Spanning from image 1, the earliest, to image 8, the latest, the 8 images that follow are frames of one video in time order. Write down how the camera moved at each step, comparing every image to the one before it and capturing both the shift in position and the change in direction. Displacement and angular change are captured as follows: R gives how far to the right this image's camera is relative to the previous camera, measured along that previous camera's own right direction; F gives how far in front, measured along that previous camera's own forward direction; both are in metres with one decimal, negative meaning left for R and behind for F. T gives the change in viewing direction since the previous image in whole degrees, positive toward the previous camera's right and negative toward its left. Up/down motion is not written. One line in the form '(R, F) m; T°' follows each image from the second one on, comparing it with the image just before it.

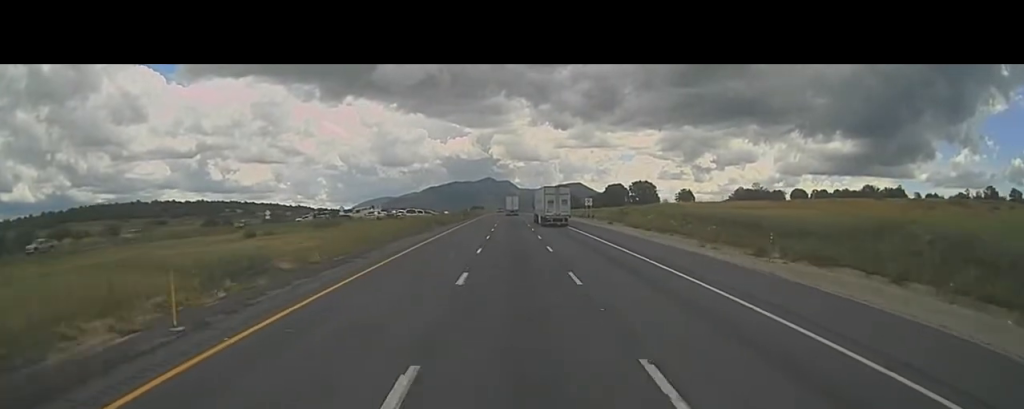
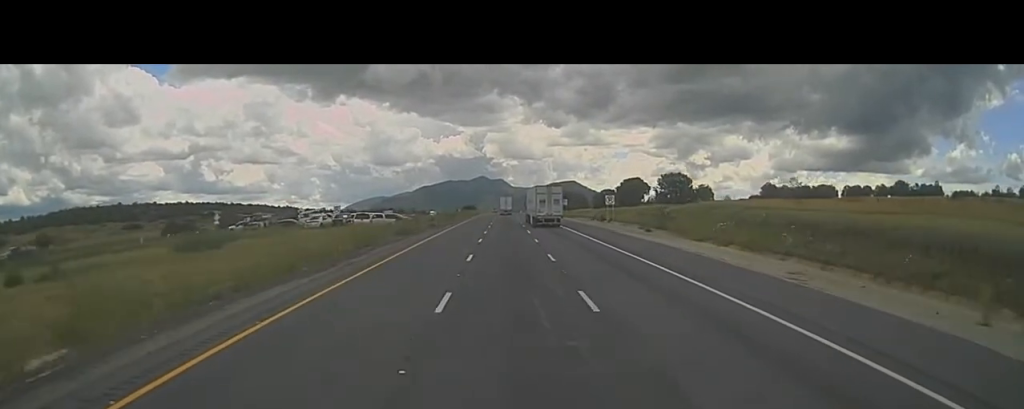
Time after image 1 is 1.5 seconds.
(+0.4, +28.8) m; 0°
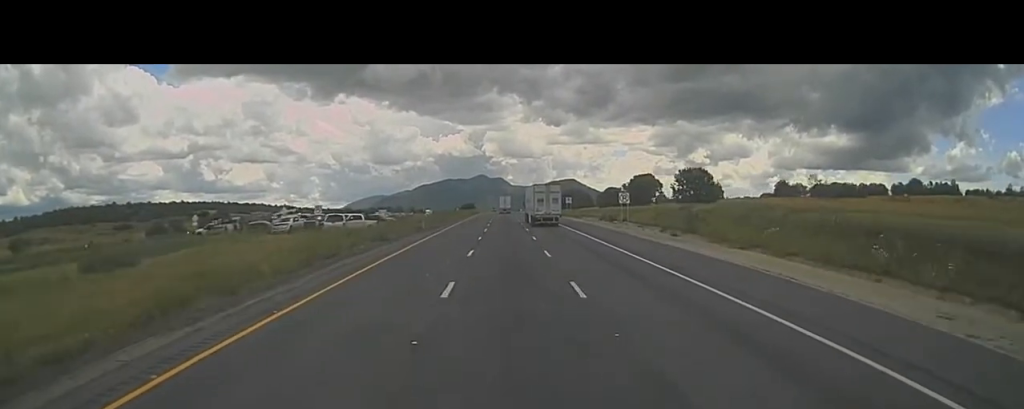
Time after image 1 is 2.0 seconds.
(-0.3, +10.2) m; 0°
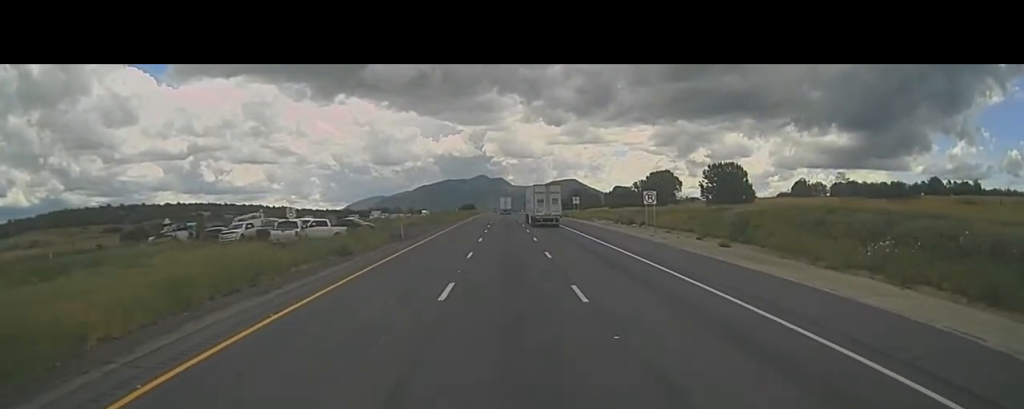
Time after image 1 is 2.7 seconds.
(+0.1, +12.8) m; 0°
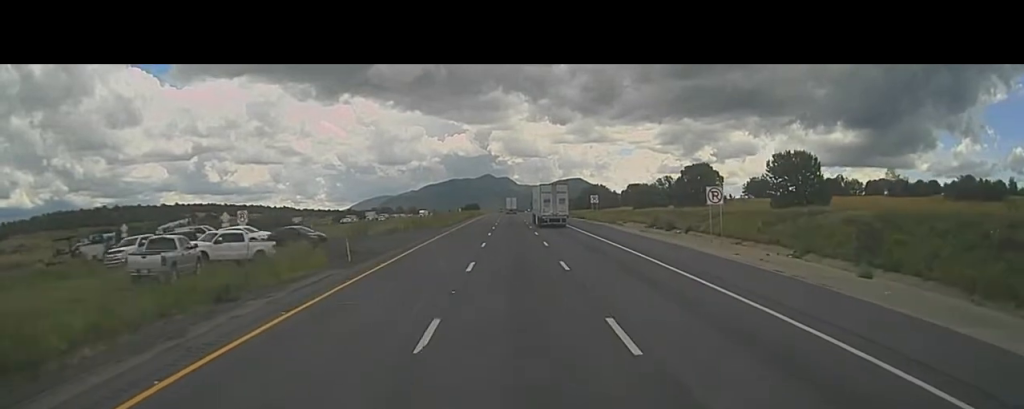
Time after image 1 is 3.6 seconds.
(+0.1, +17.3) m; 0°
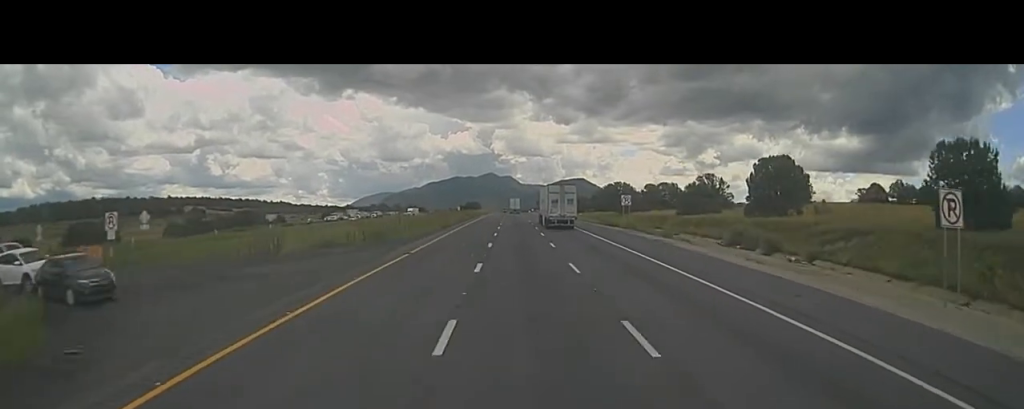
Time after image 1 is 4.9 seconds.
(0.0, +24.5) m; +1°
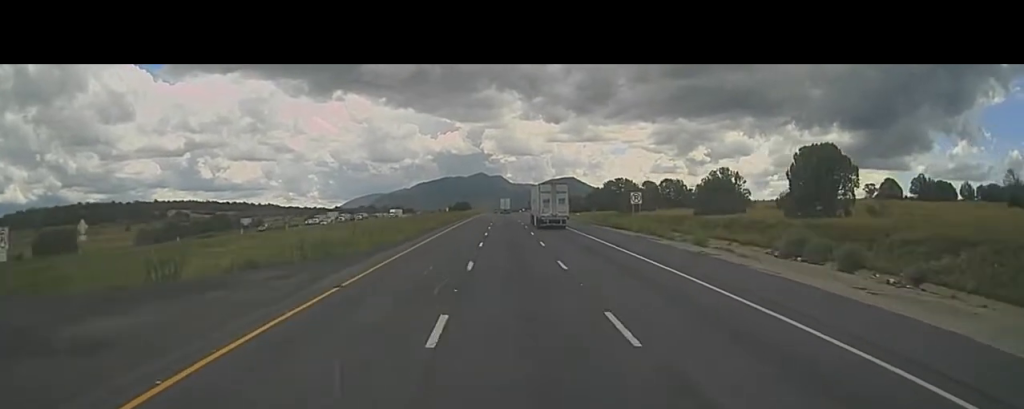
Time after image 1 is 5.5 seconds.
(+0.1, +11.8) m; 0°
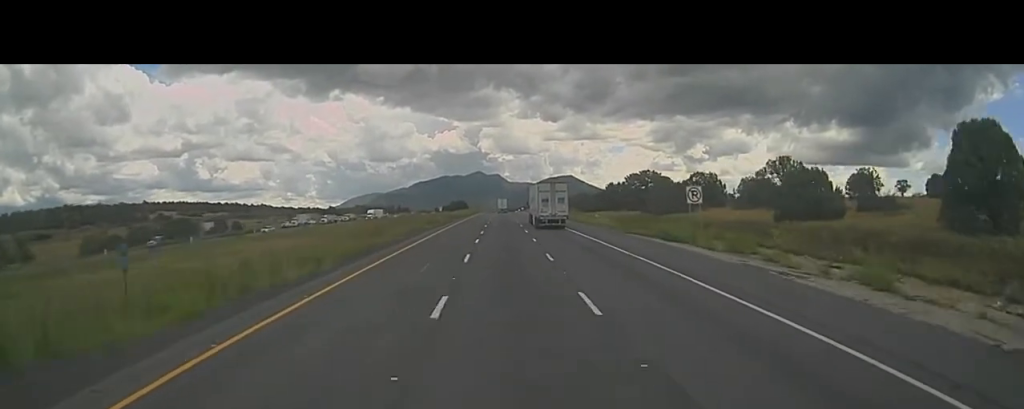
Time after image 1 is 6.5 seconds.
(-0.2, +21.1) m; -1°
